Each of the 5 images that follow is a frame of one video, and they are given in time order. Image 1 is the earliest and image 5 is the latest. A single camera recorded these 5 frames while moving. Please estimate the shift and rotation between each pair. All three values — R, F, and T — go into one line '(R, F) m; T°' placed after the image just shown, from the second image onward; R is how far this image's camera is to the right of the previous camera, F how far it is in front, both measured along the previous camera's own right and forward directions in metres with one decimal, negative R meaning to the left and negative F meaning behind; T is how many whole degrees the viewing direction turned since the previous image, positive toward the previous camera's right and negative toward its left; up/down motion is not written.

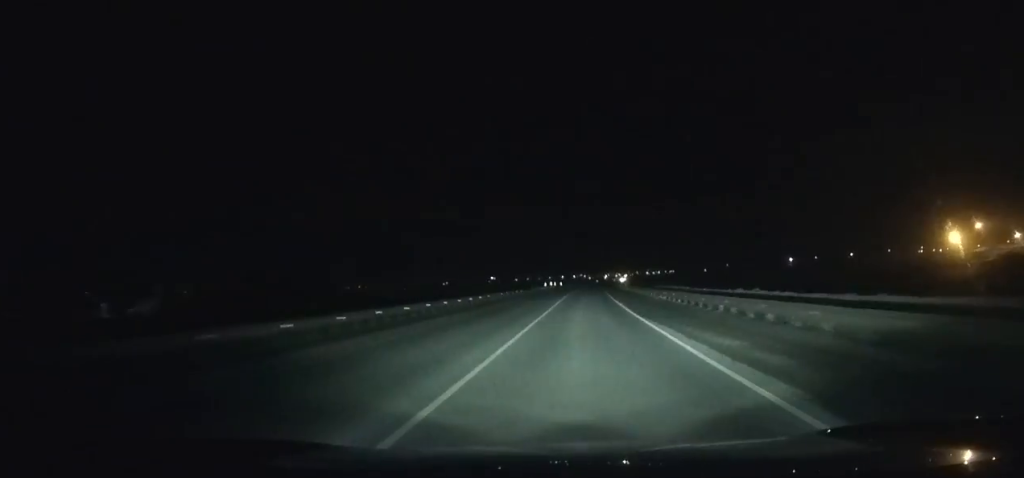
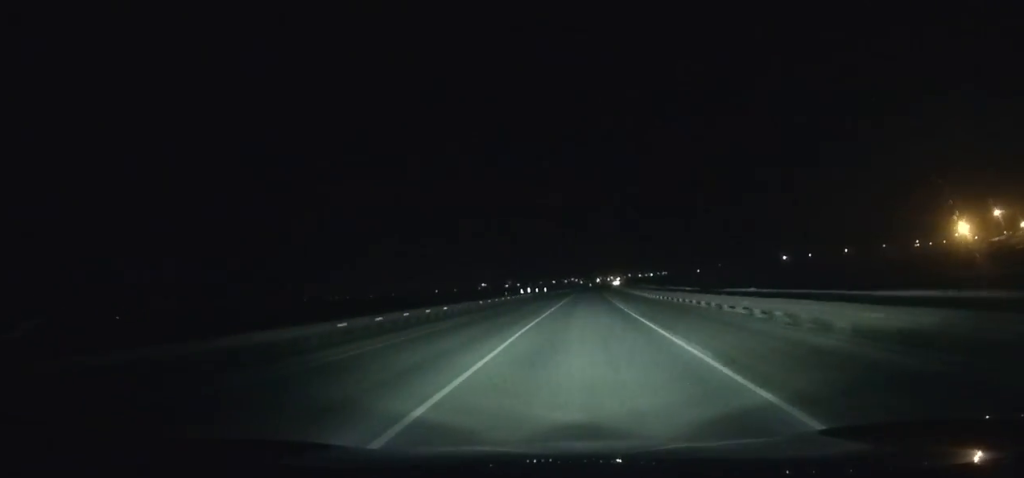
(+0.2, +39.7) m; +1°
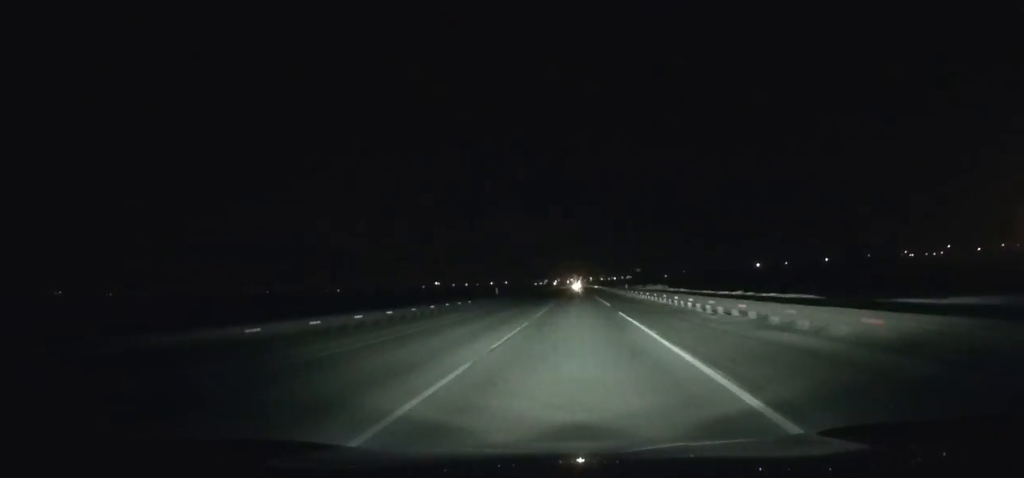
(+6.2, +231.3) m; +2°
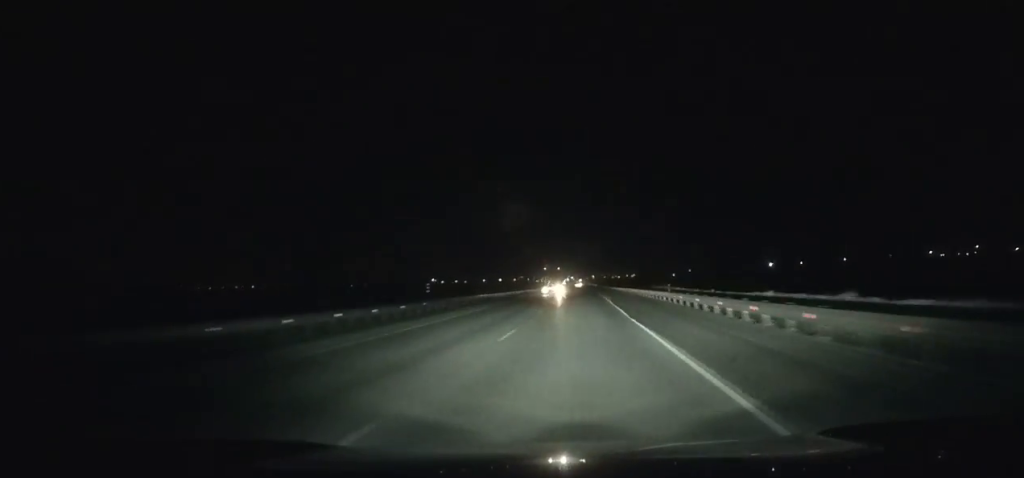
(+2.6, +173.6) m; +1°
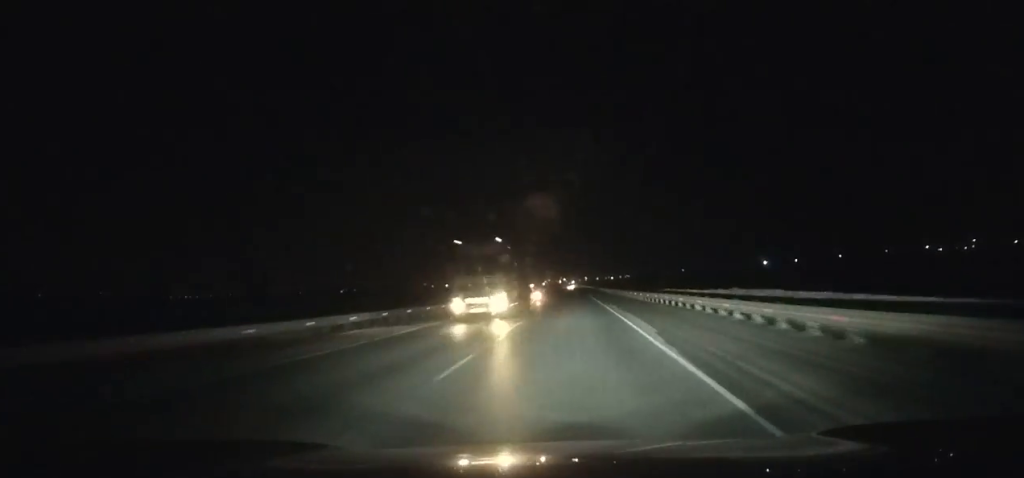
(+0.1, +29.8) m; 0°
